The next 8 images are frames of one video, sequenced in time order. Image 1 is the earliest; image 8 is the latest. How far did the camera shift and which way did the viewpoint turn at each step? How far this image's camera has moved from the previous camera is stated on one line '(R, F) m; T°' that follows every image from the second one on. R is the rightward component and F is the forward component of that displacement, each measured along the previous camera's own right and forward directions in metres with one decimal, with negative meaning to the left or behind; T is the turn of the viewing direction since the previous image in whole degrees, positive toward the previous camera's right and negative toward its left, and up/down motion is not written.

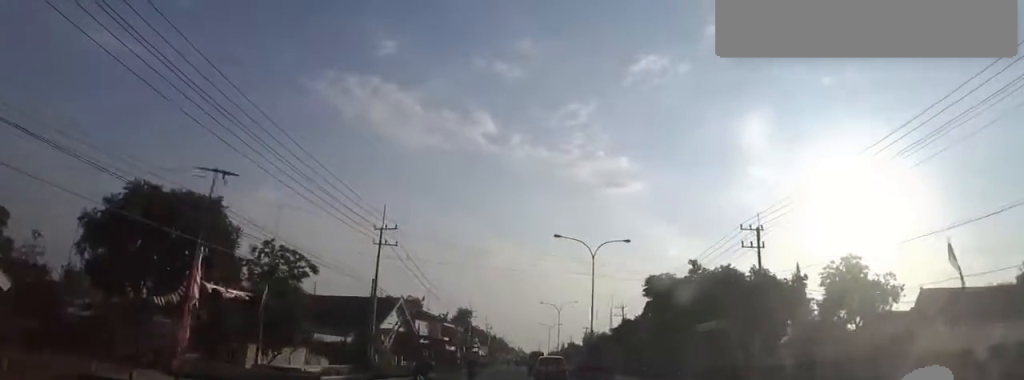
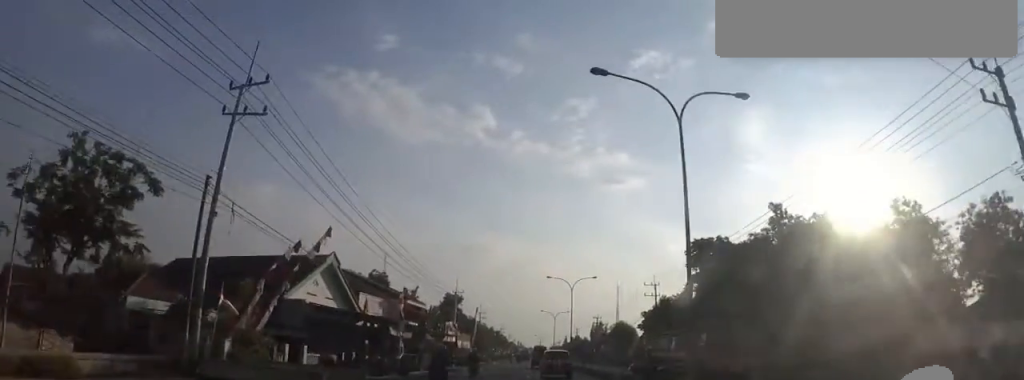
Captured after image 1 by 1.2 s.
(+0.7, +19.7) m; +2°
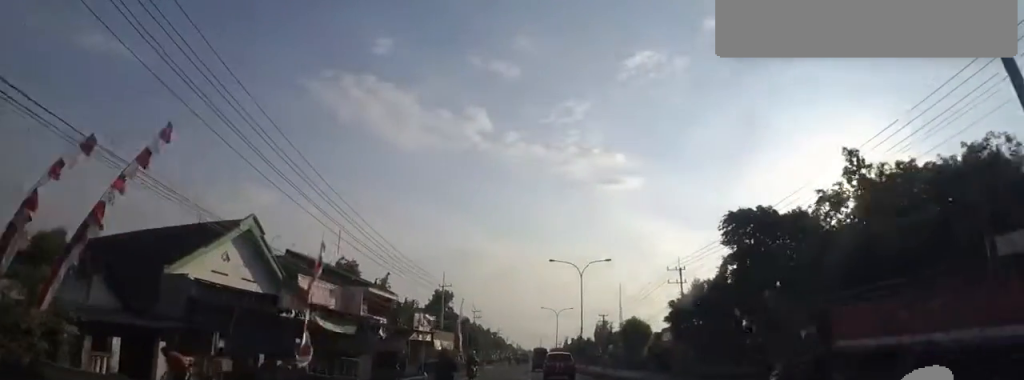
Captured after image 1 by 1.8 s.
(+0.3, +10.5) m; -1°
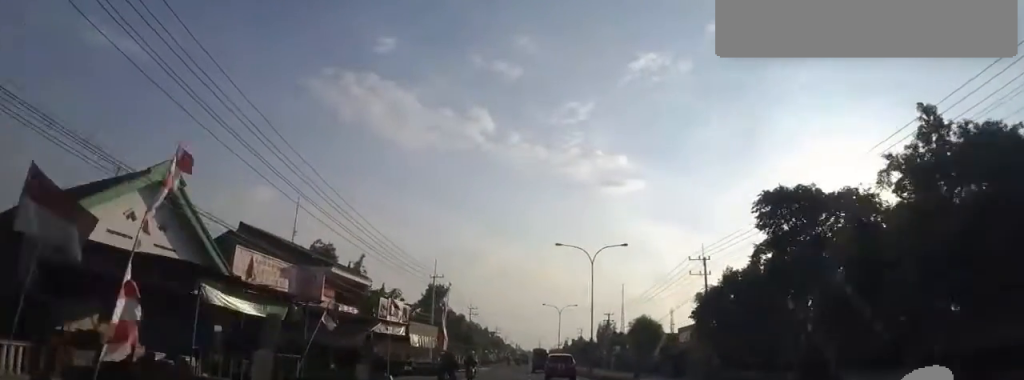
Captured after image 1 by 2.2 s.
(-0.4, +6.8) m; -2°
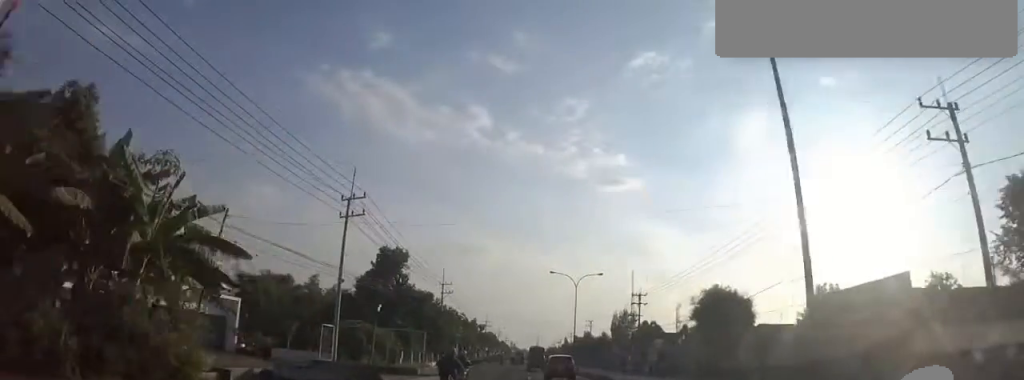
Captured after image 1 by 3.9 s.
(-0.6, +28.6) m; +1°
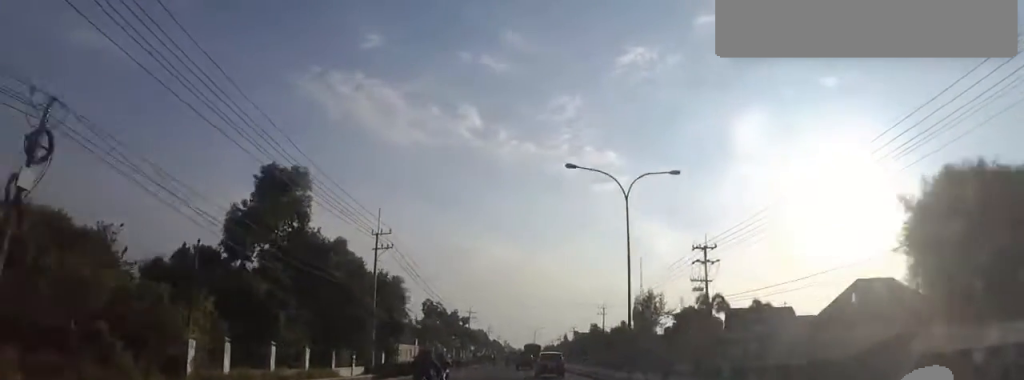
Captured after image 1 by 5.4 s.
(+0.8, +26.9) m; +2°
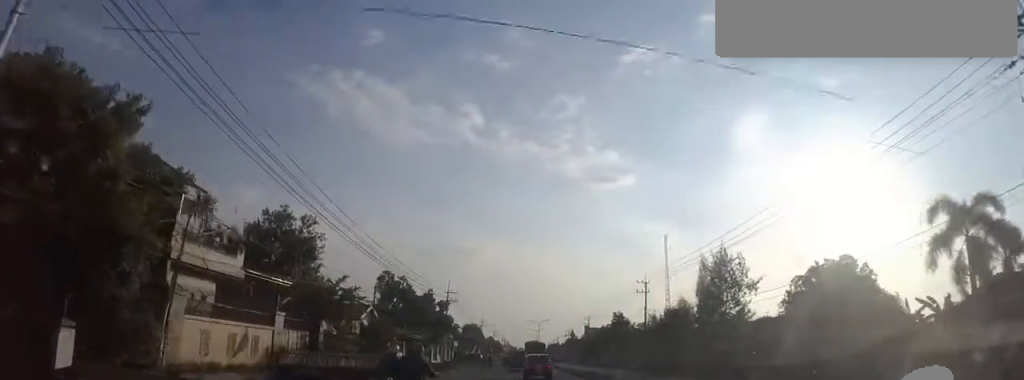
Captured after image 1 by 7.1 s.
(0.0, +30.3) m; 0°
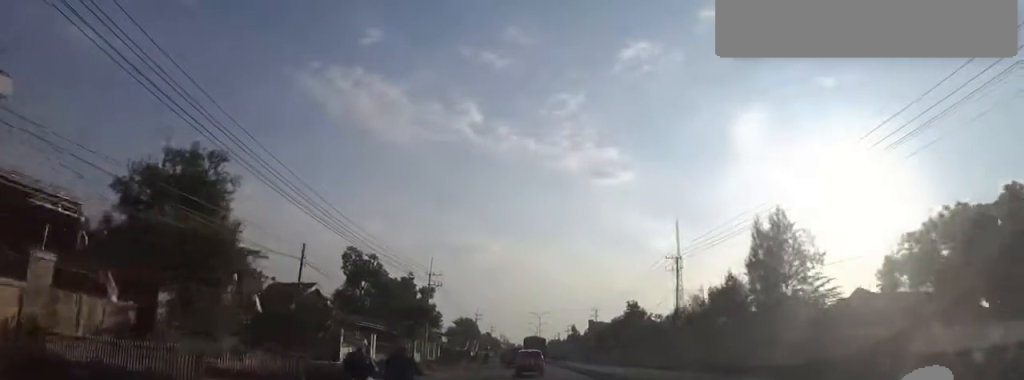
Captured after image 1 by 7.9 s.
(0.0, +12.9) m; 0°
